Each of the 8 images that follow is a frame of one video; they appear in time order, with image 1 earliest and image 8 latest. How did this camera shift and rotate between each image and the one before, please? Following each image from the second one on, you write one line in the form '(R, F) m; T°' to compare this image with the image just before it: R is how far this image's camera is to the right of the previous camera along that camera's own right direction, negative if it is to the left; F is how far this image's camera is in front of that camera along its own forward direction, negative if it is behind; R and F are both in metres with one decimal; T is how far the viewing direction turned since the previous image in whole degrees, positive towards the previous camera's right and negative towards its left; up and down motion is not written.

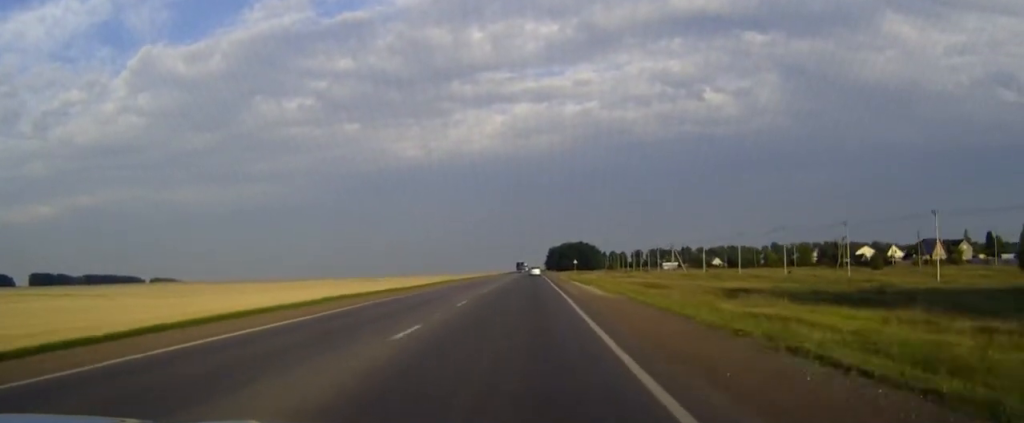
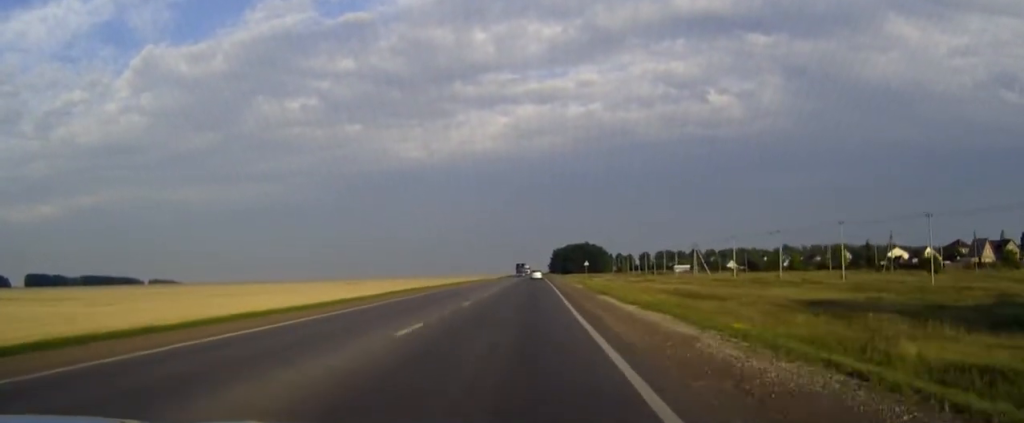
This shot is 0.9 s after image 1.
(0.0, +26.7) m; 0°
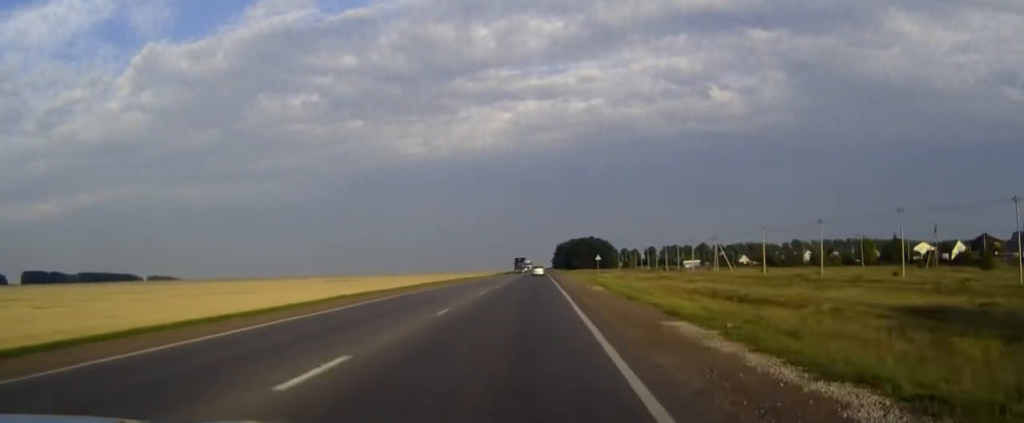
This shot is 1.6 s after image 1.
(0.0, +20.1) m; 0°
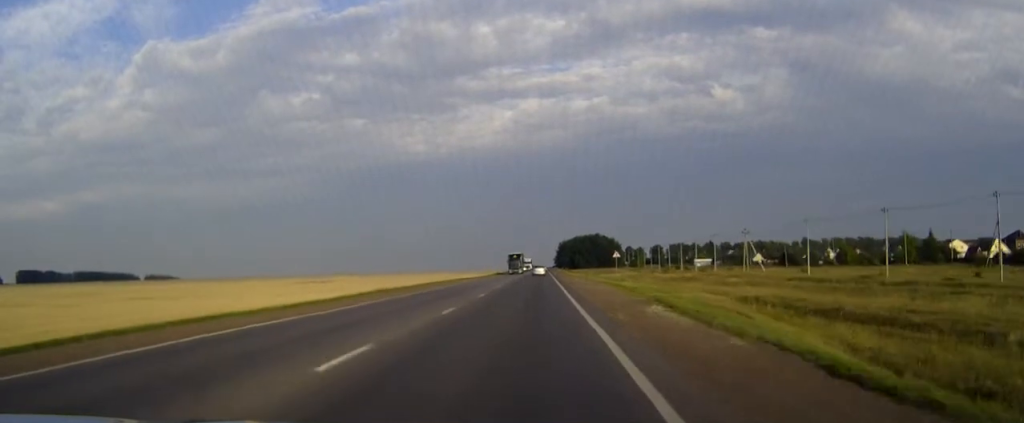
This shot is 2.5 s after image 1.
(0.0, +24.0) m; 0°
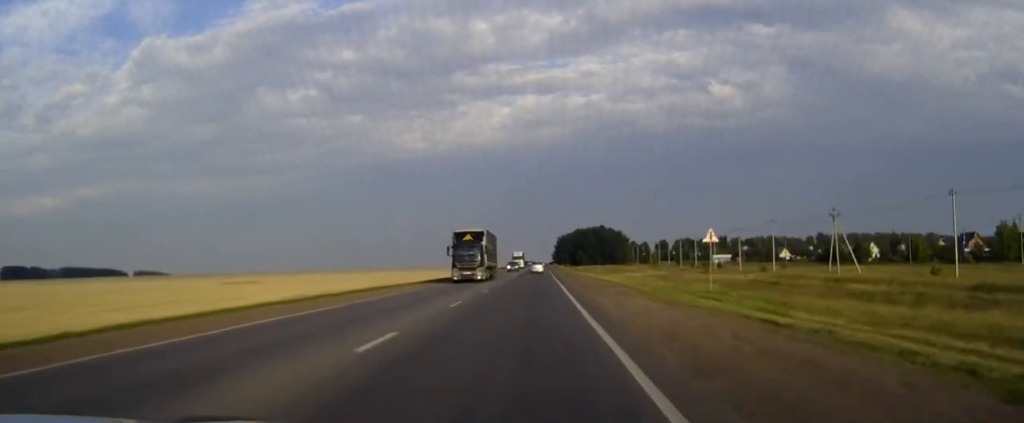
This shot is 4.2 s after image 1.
(0.0, +46.4) m; 0°
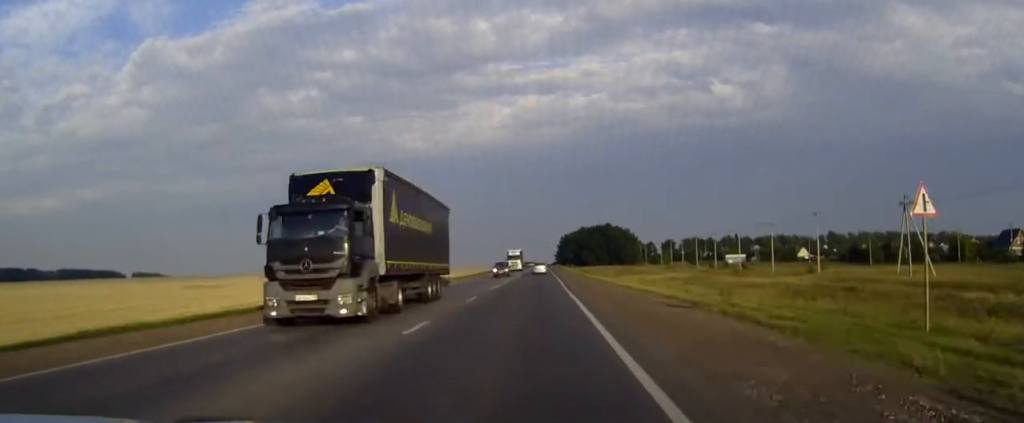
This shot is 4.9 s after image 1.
(0.0, +17.8) m; 0°
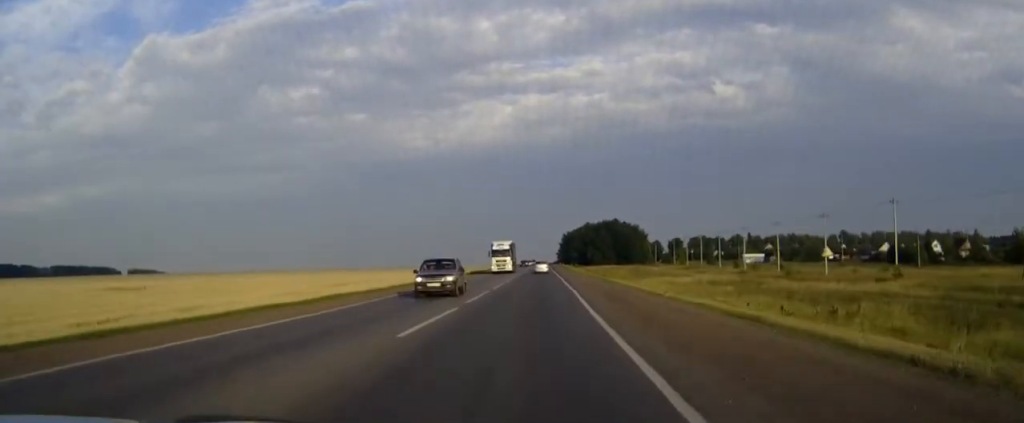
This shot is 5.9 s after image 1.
(0.0, +22.2) m; 0°
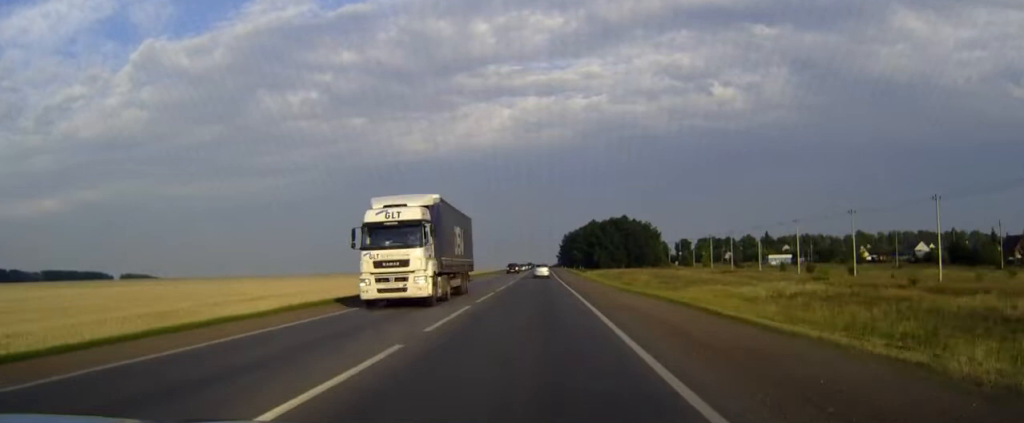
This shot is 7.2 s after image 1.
(0.0, +31.5) m; 0°
